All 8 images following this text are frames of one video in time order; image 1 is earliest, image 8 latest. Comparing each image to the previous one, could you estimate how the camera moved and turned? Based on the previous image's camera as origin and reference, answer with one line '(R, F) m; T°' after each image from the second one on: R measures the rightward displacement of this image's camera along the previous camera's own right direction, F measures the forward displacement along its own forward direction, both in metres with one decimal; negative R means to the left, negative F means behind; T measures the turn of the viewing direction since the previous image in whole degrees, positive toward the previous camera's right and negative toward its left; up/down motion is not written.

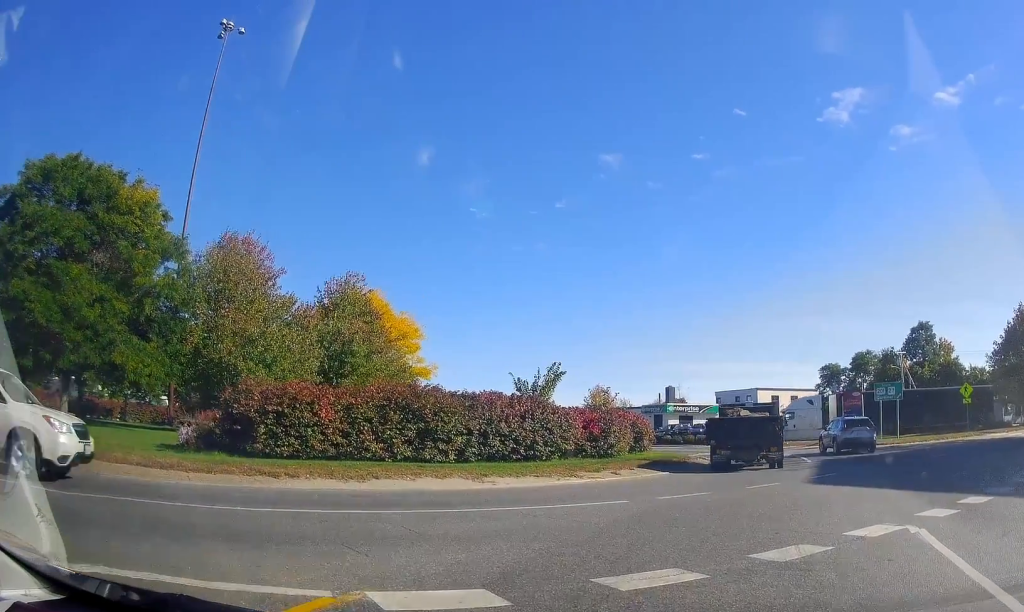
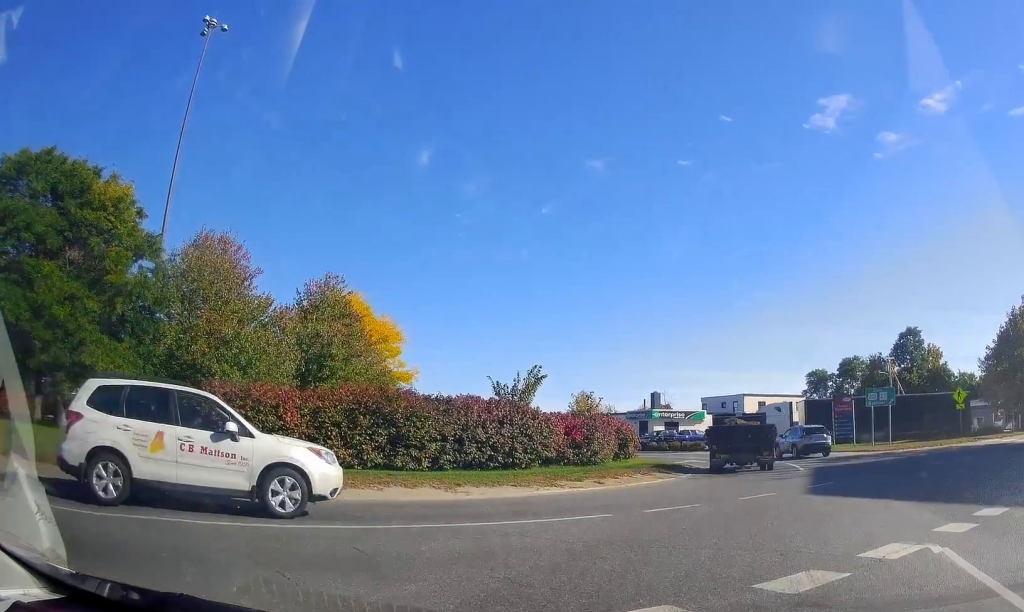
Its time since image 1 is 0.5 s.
(+0.1, +1.3) m; +5°
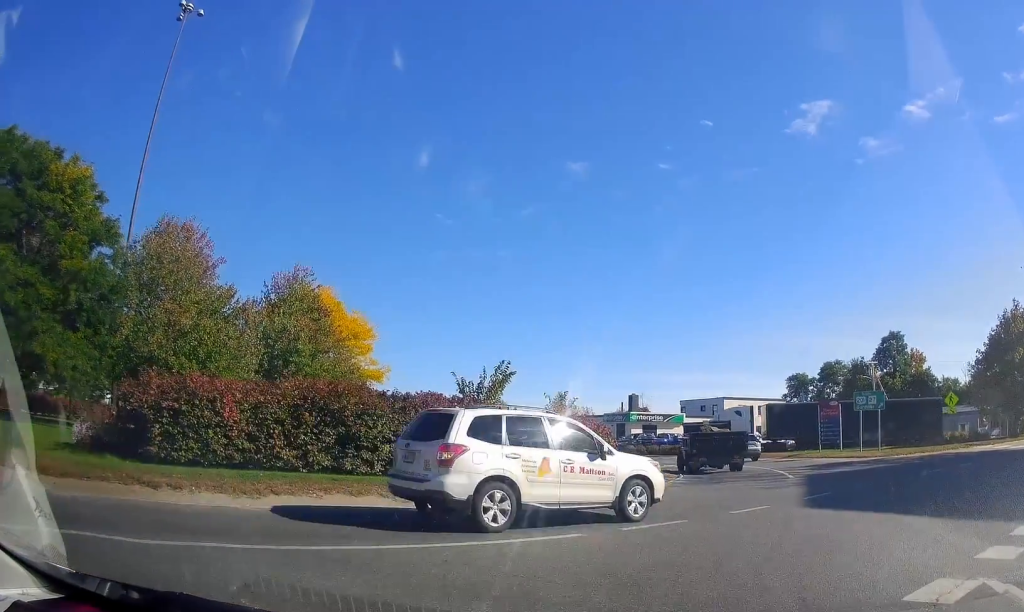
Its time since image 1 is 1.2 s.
(+0.1, +1.8) m; +8°
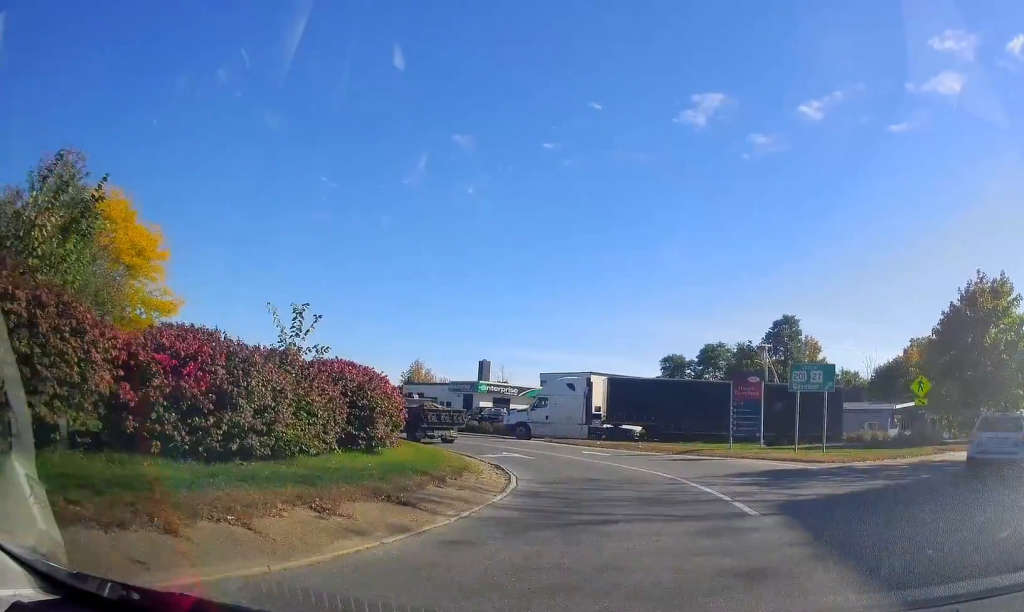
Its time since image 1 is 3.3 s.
(+1.7, +9.3) m; +13°
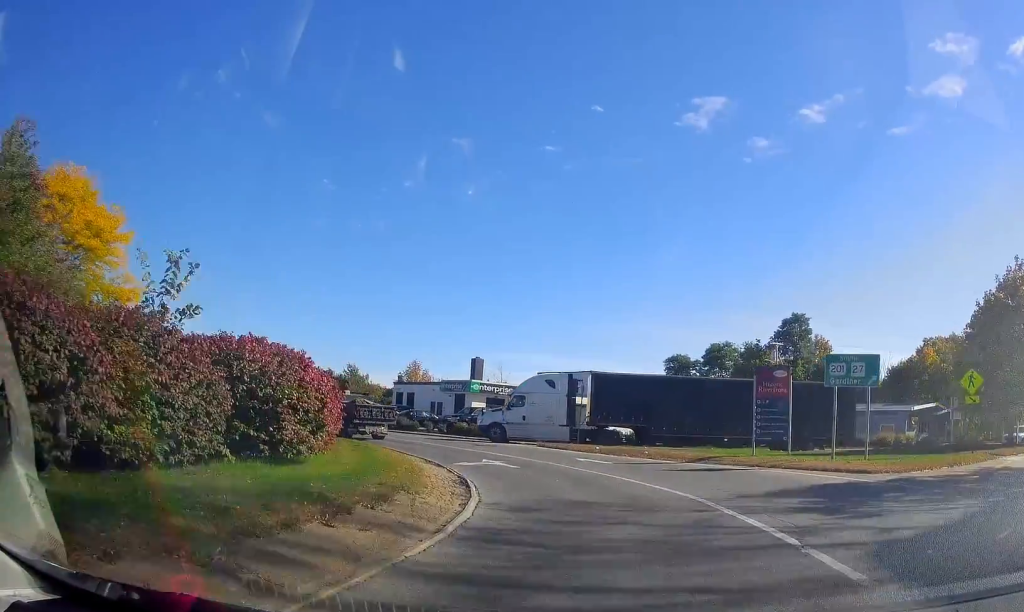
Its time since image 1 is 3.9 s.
(-0.2, +3.6) m; 0°
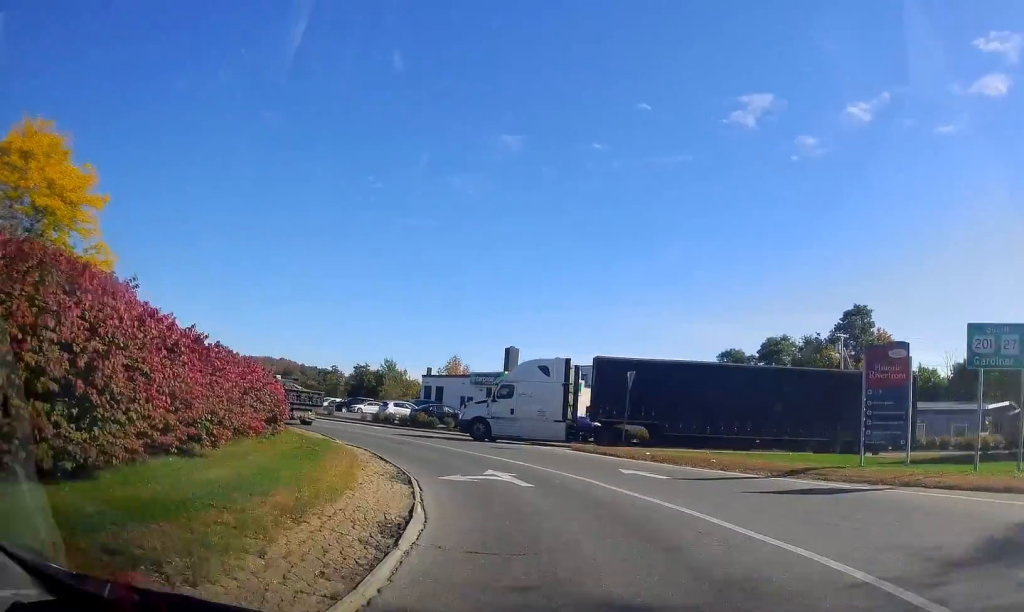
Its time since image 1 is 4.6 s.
(+0.4, +6.1) m; -2°
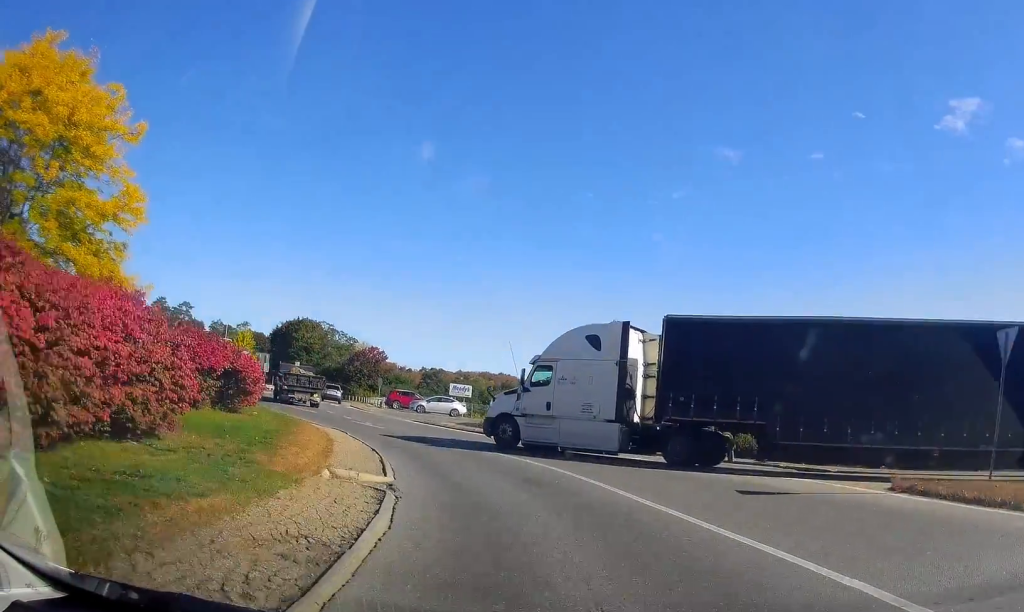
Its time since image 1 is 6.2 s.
(-1.4, +13.9) m; -11°
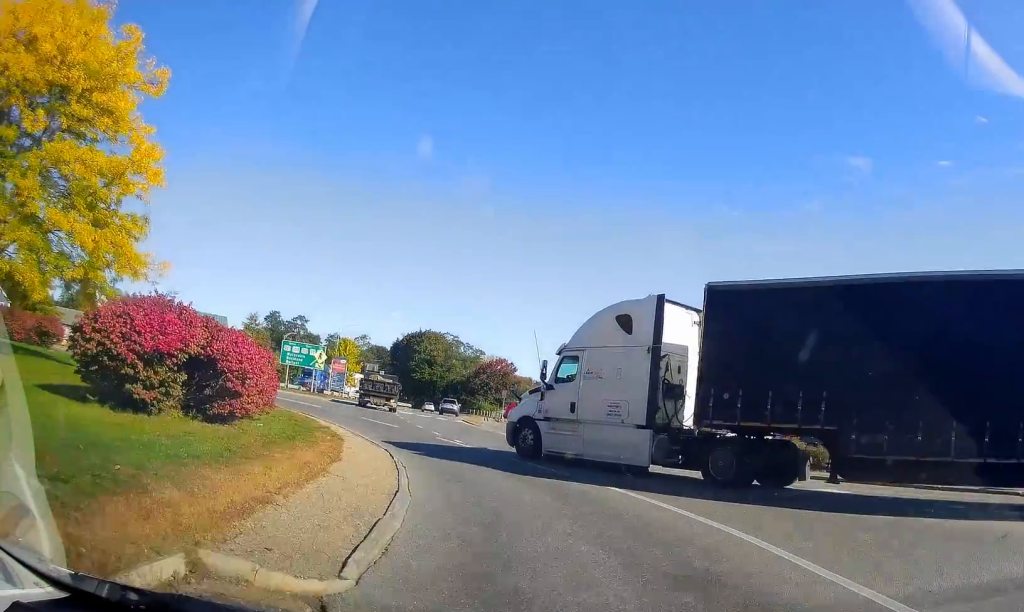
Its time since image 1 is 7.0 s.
(-0.1, +7.5) m; -7°
